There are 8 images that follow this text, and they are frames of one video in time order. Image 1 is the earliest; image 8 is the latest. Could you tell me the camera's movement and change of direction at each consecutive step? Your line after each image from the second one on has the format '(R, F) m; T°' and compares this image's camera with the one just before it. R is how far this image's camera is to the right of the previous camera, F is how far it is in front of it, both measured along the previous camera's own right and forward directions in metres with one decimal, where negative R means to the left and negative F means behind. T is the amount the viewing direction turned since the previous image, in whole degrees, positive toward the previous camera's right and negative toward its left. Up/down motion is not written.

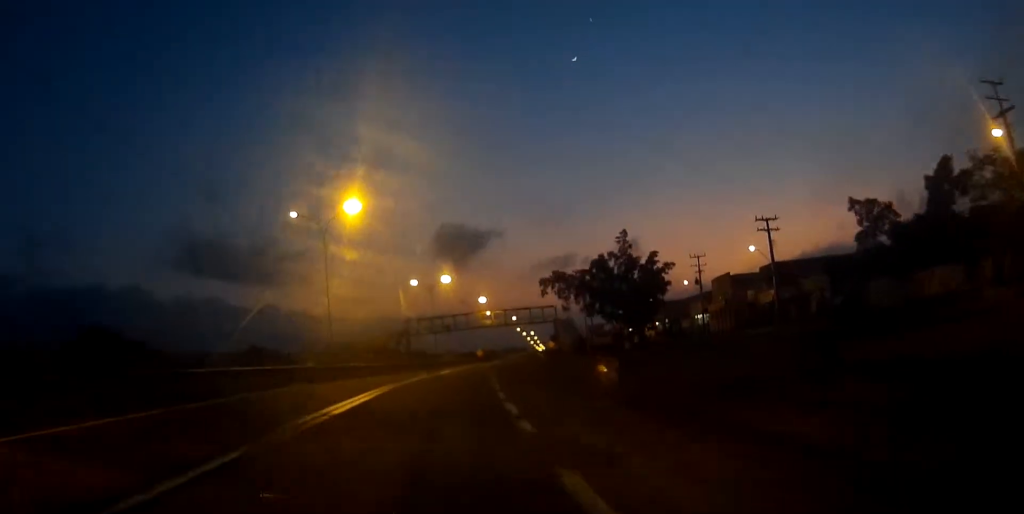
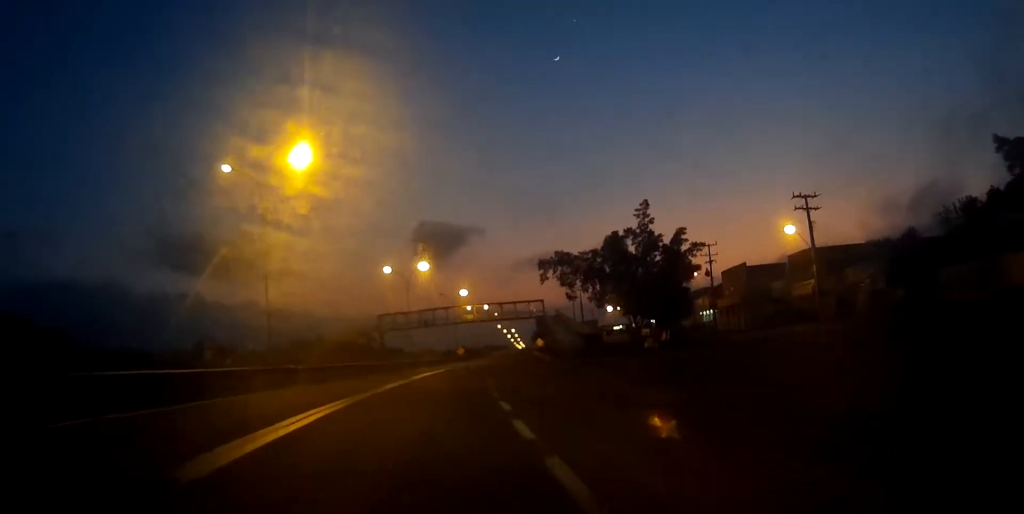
(+0.2, +12.6) m; +2°
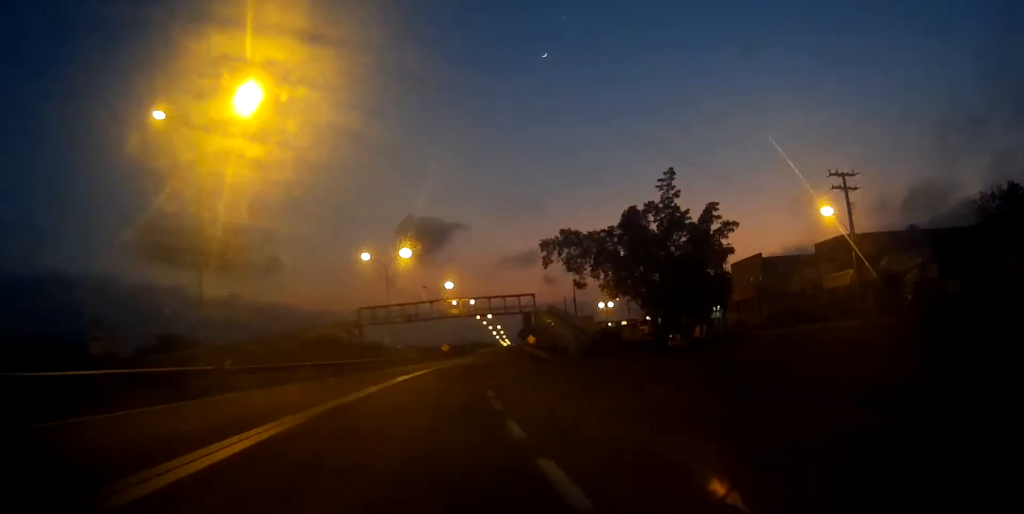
(0.0, +8.8) m; +1°
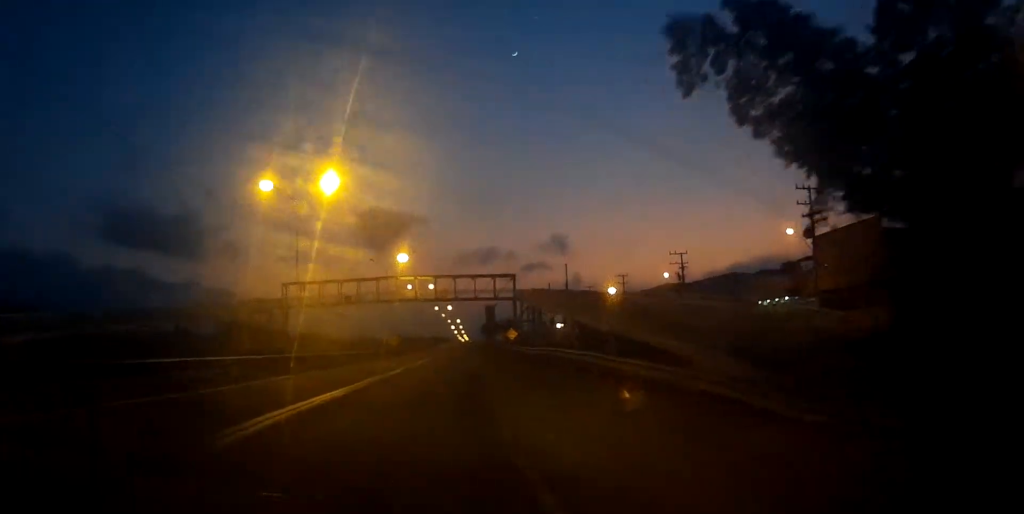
(+0.9, +31.4) m; +3°
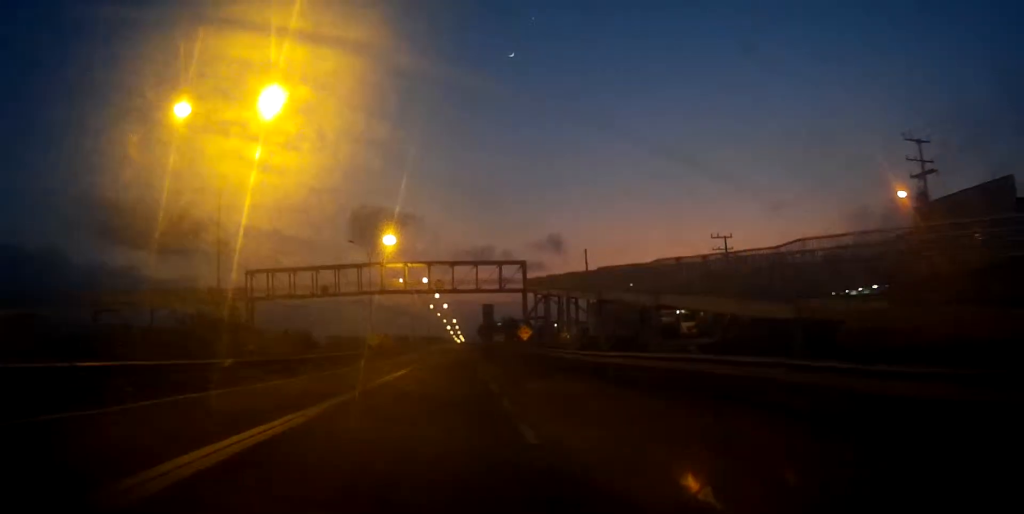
(+0.1, +16.6) m; 0°
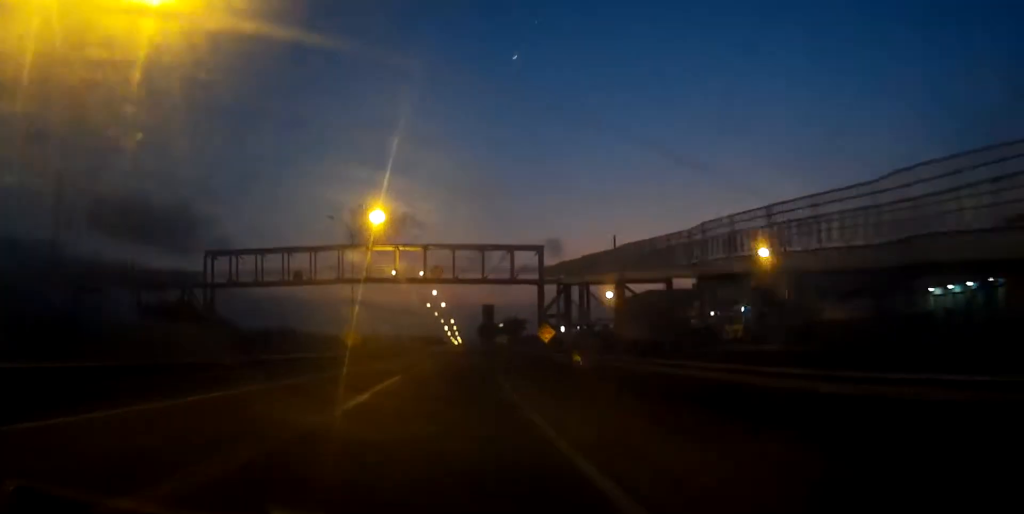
(0.0, +14.1) m; 0°
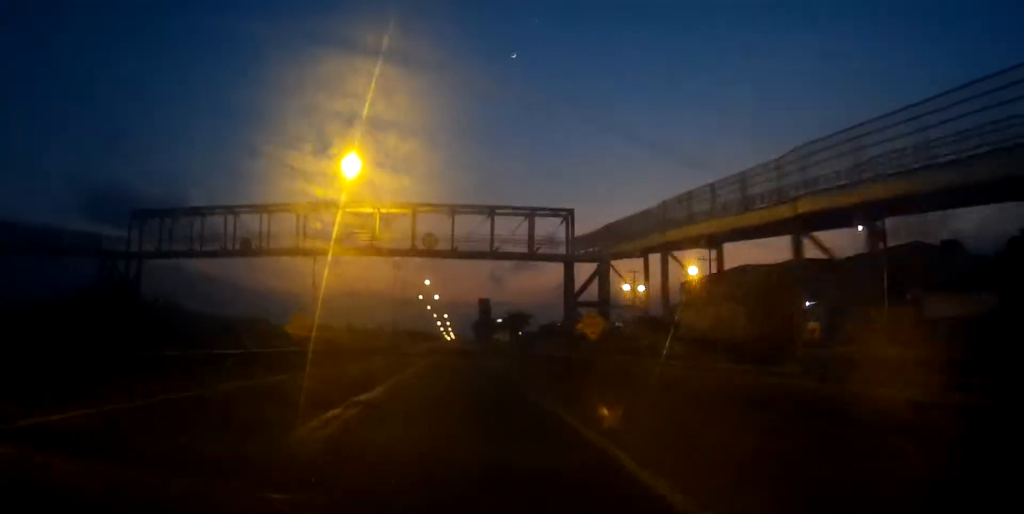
(+0.1, +16.6) m; +1°
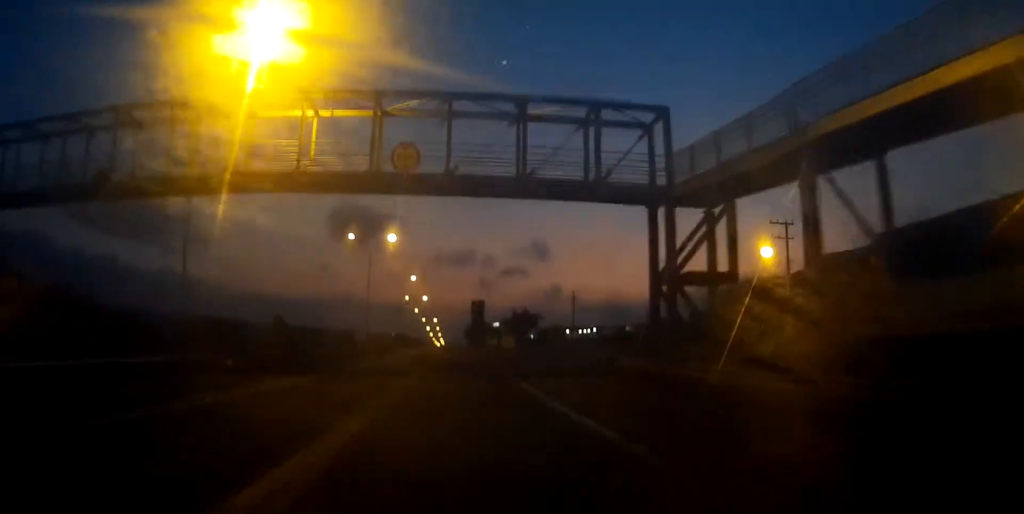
(+0.1, +22.2) m; +1°
